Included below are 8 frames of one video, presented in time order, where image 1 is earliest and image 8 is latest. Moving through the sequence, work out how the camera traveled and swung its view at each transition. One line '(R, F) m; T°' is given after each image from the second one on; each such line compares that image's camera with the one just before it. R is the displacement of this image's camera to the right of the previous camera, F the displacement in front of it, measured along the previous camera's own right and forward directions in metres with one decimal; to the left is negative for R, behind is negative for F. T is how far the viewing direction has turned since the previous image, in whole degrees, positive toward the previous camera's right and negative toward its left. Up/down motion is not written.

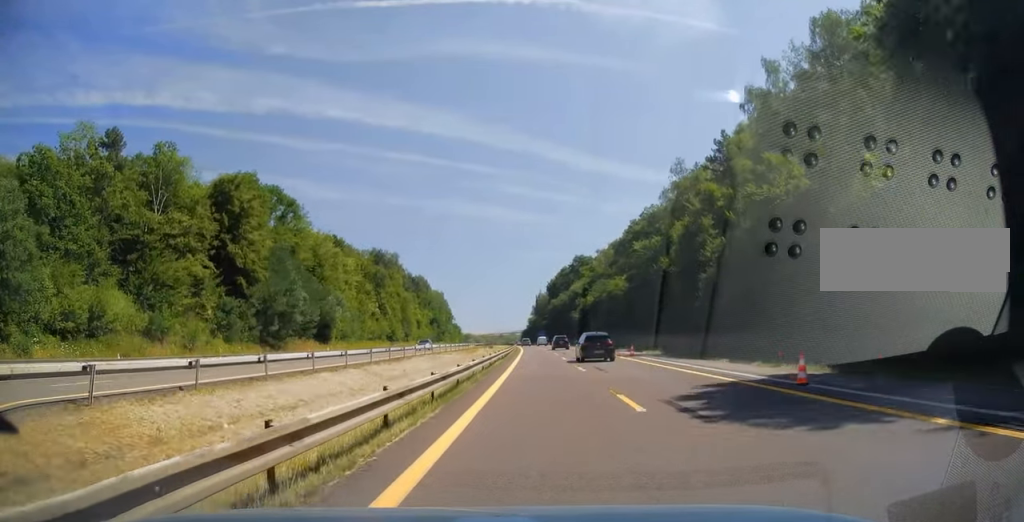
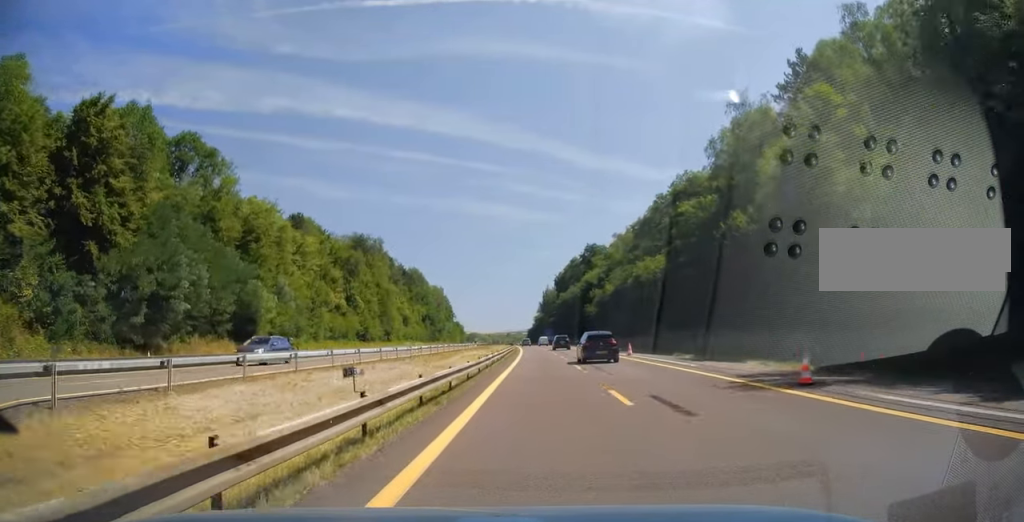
(-0.3, +24.9) m; -1°
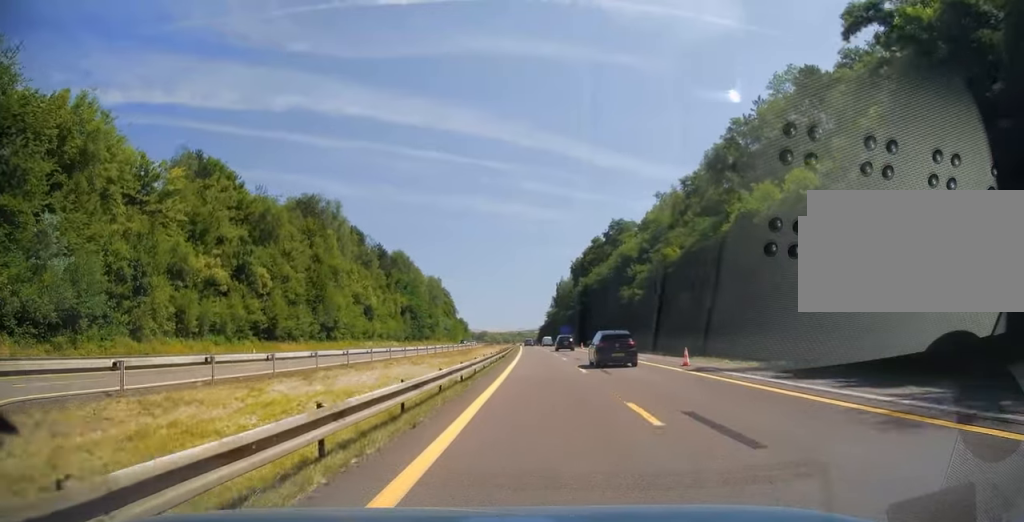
(-0.5, +41.6) m; -2°
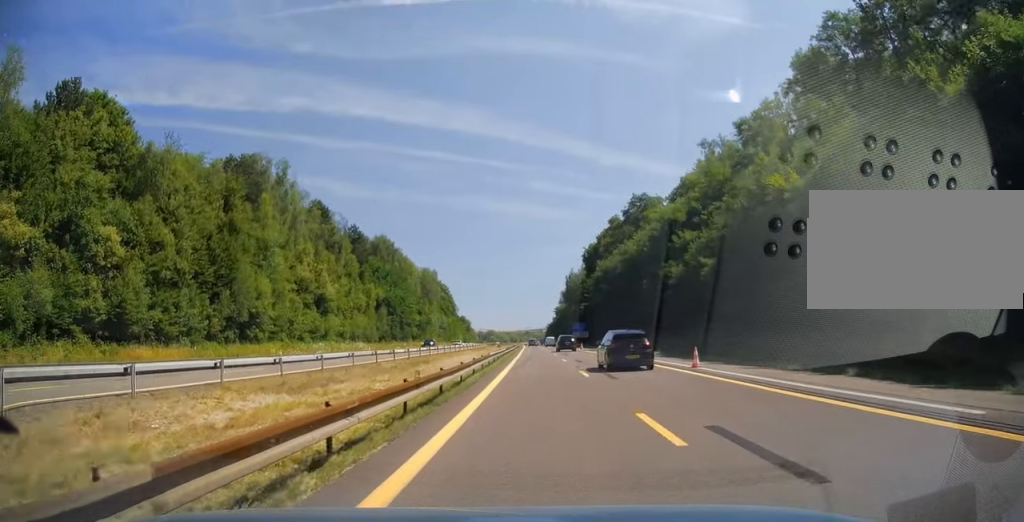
(-0.3, +27.6) m; 0°
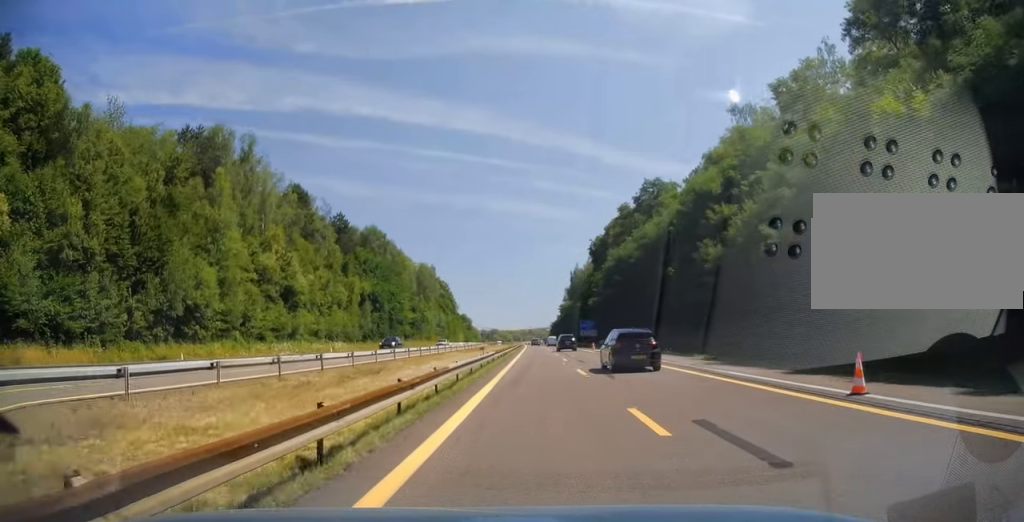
(0.0, +12.3) m; 0°
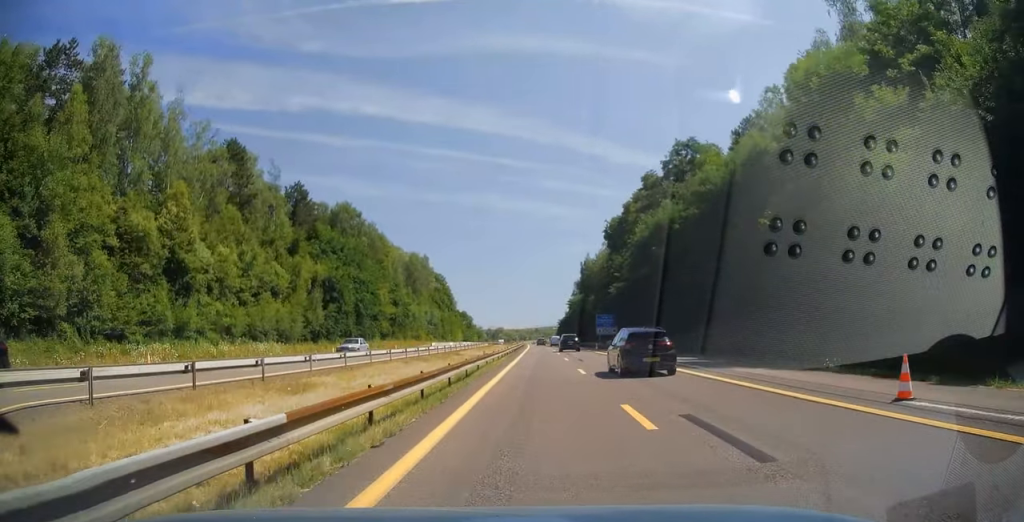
(0.0, +25.4) m; -1°
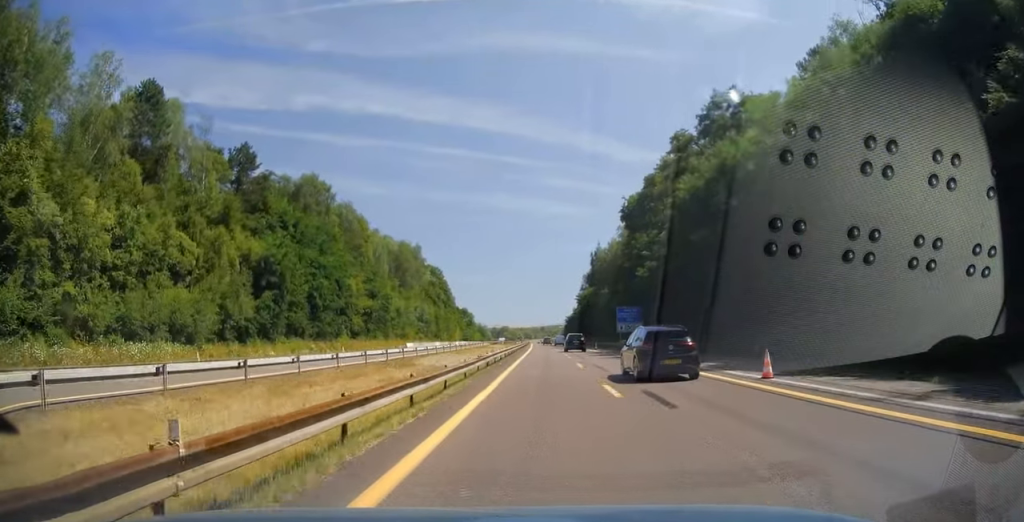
(-0.4, +21.4) m; 0°
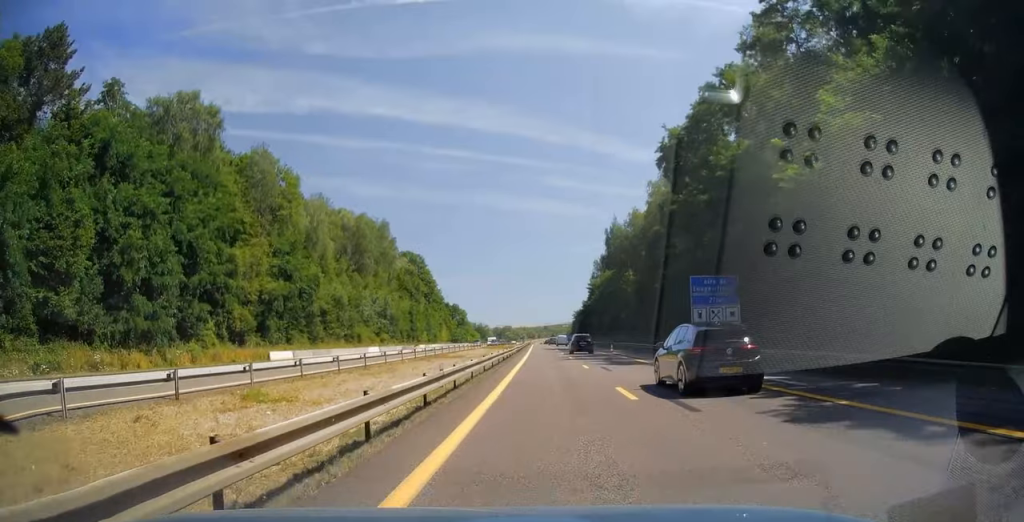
(+0.2, +39.4) m; 0°
